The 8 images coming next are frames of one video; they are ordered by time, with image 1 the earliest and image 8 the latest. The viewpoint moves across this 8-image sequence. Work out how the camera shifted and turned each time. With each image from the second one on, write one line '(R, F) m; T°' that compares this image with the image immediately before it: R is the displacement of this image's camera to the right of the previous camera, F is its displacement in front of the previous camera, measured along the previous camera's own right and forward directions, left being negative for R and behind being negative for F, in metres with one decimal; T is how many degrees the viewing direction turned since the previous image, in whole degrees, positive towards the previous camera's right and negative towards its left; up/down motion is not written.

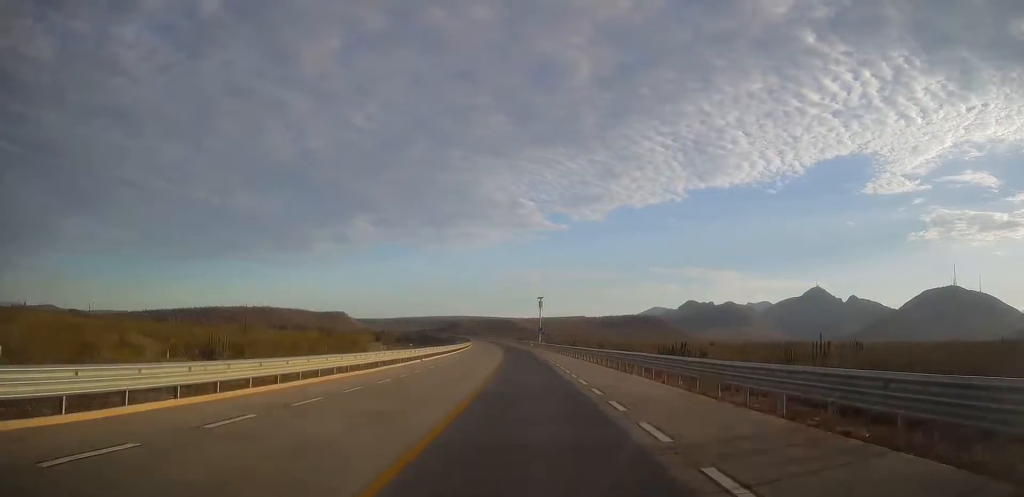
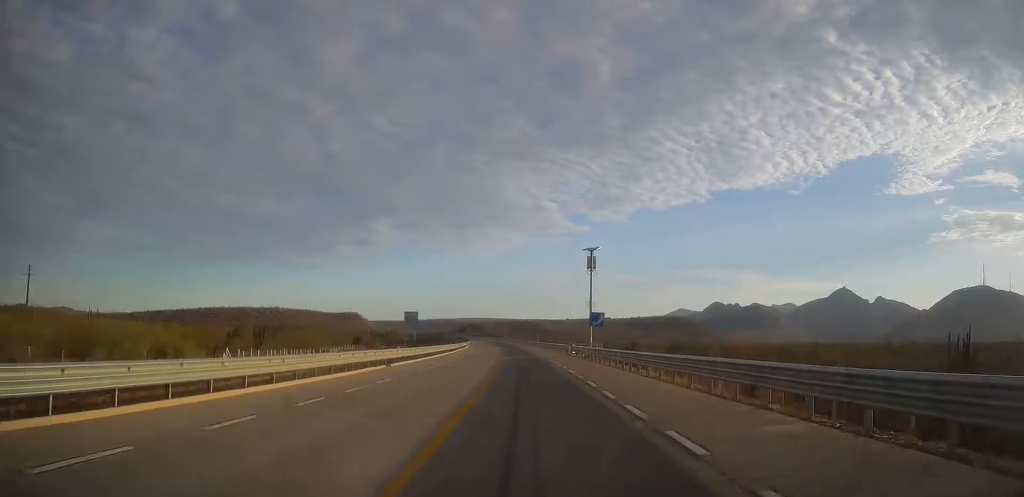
(-2.6, +64.9) m; -4°
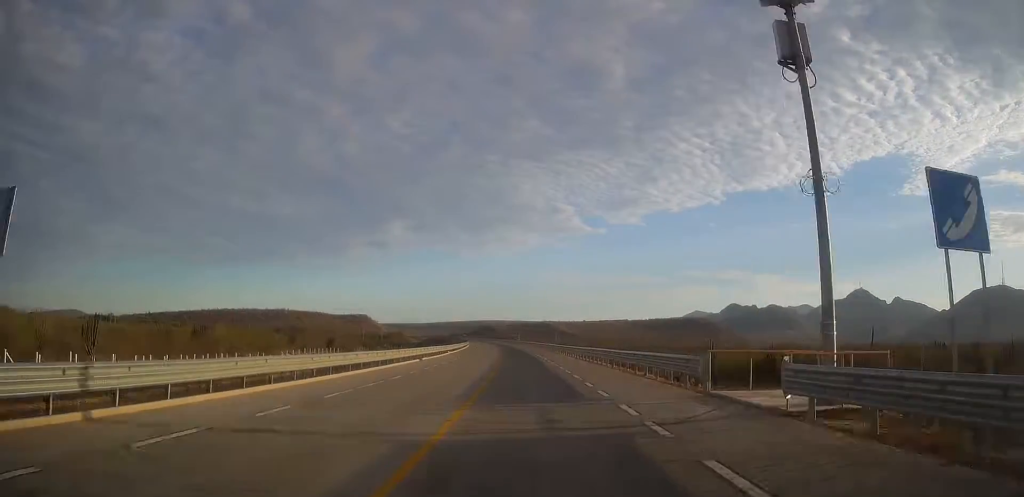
(-0.1, +42.3) m; 0°
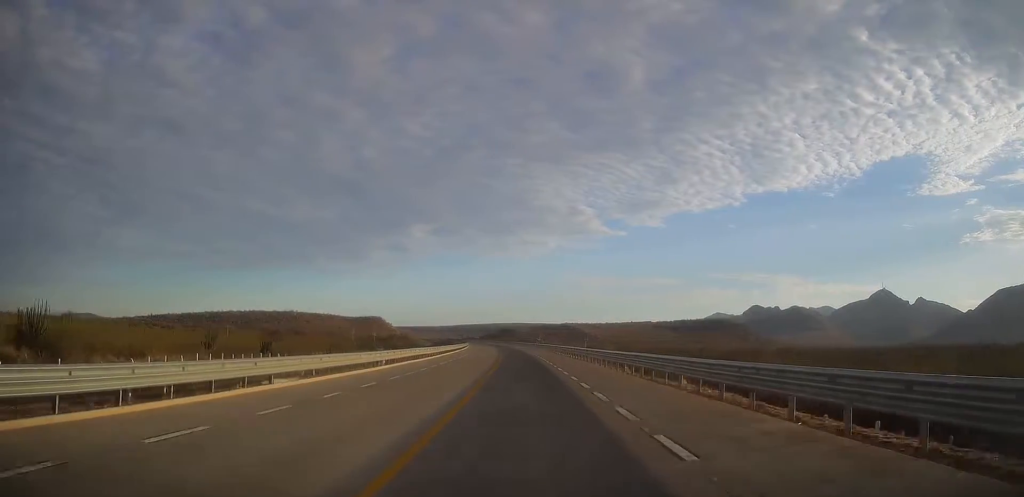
(-0.1, +52.1) m; -2°
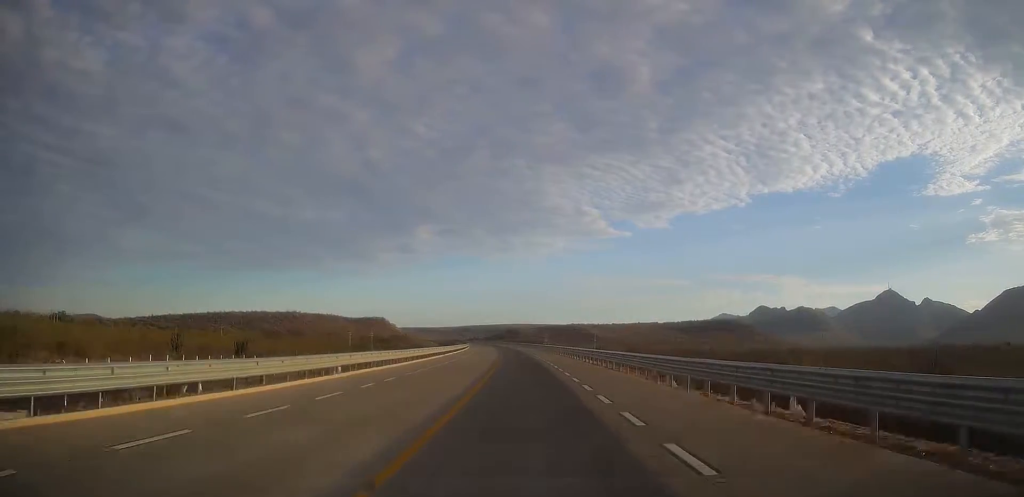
(-0.3, +12.8) m; -1°
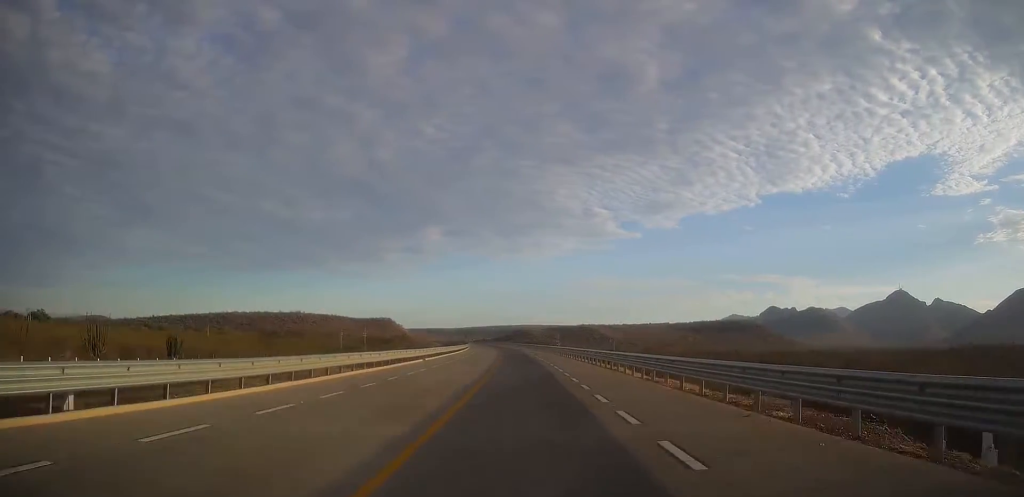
(-0.4, +23.6) m; -1°
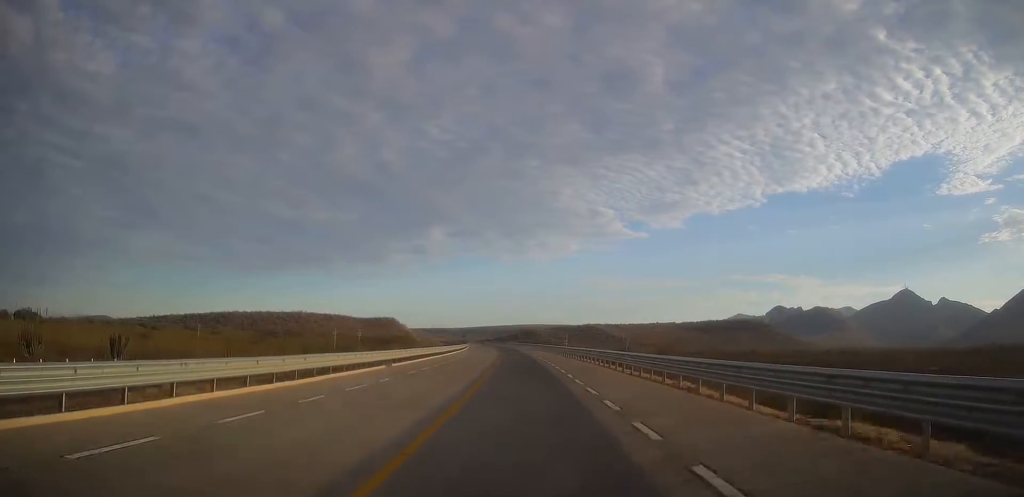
(0.0, +13.7) m; 0°
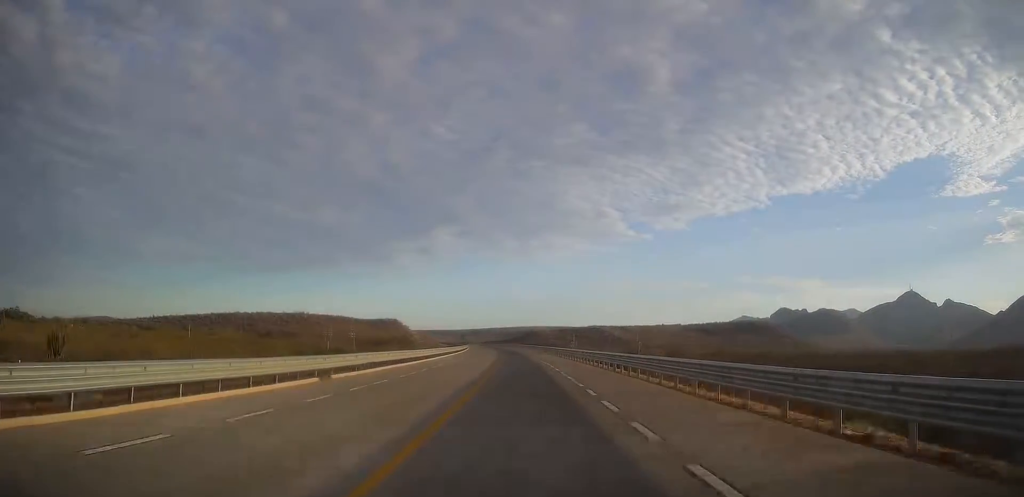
(0.0, +11.8) m; 0°
